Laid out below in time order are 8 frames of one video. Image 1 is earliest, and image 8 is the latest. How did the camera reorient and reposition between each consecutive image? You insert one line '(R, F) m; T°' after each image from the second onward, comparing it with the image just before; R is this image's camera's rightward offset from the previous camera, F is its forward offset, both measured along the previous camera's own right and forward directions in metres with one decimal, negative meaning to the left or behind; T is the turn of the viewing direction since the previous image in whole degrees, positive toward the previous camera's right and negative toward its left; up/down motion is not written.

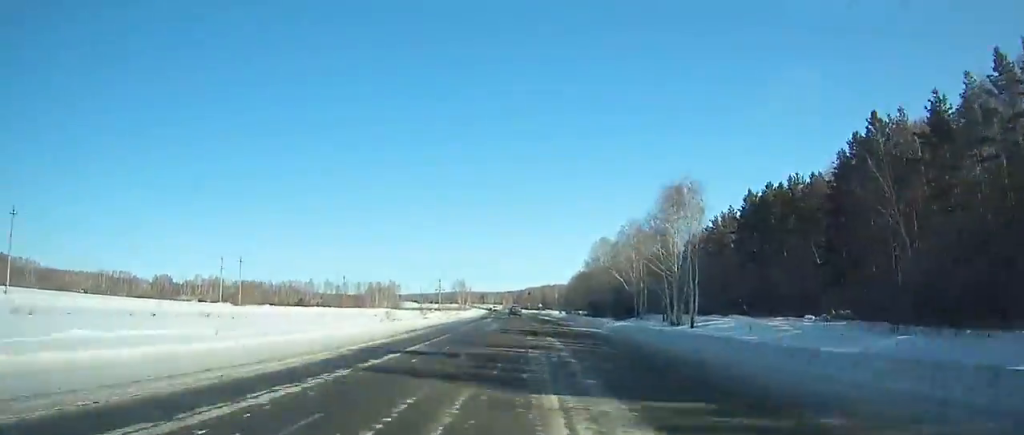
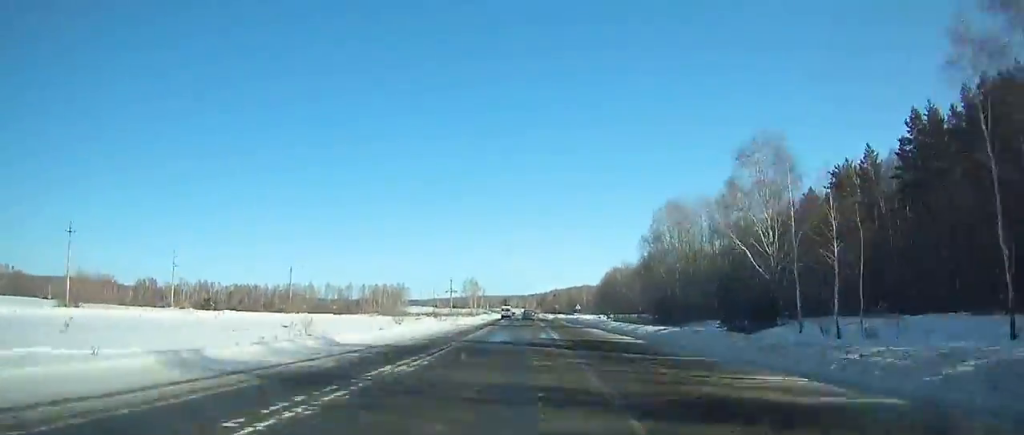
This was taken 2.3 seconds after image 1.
(-0.3, +49.6) m; -1°
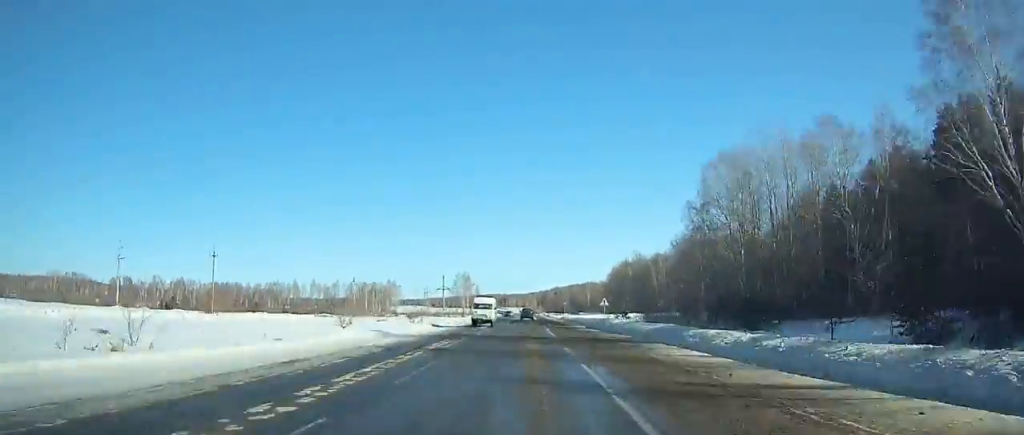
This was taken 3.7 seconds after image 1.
(-0.4, +30.0) m; 0°
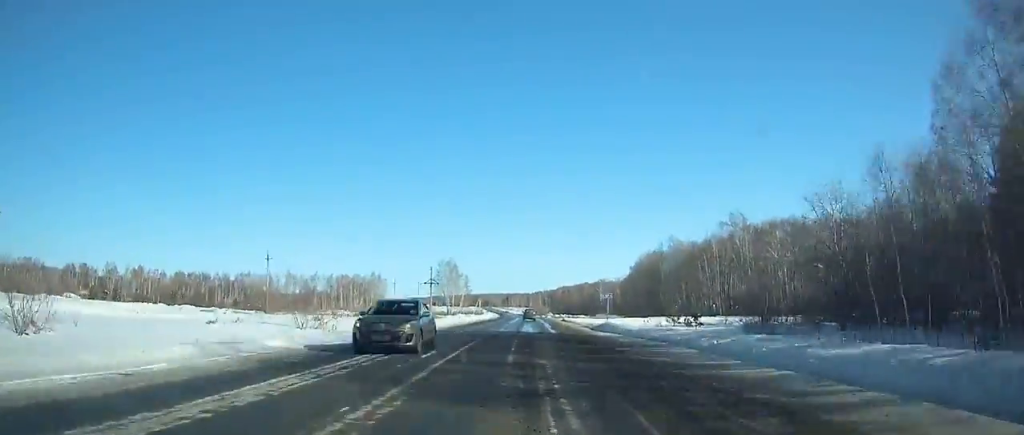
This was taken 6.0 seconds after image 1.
(-0.4, +49.2) m; -1°
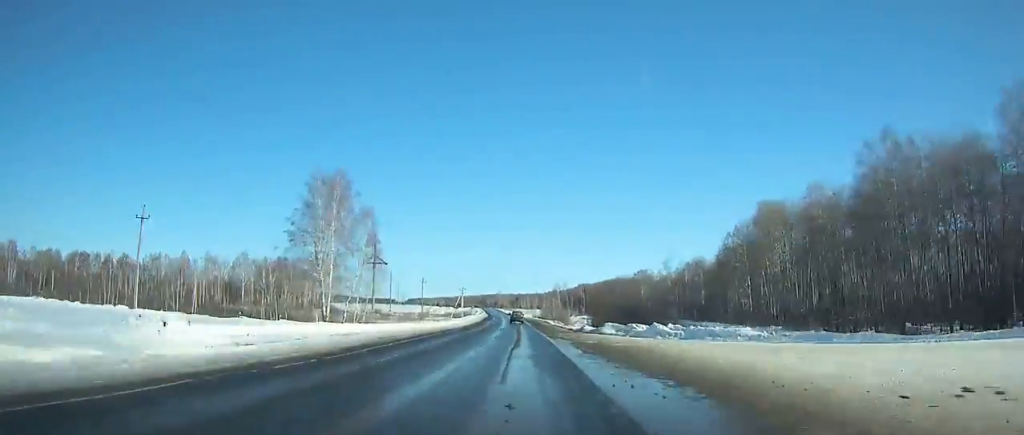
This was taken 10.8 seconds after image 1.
(-0.6, +103.1) m; -1°
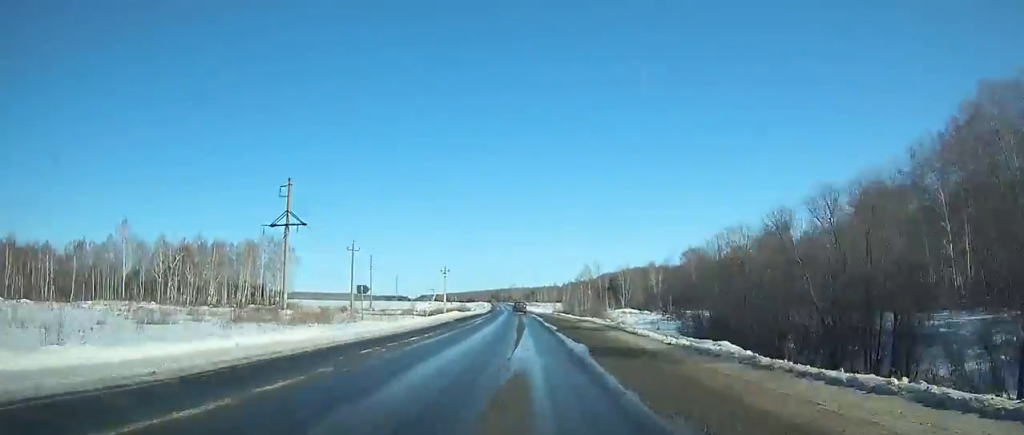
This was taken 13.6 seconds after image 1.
(-0.9, +60.8) m; -2°
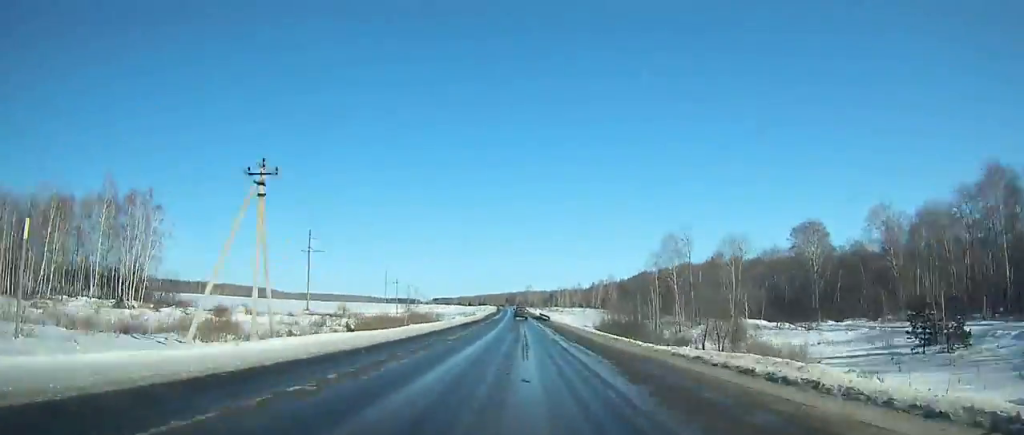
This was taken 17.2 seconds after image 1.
(-1.3, +79.4) m; -2°
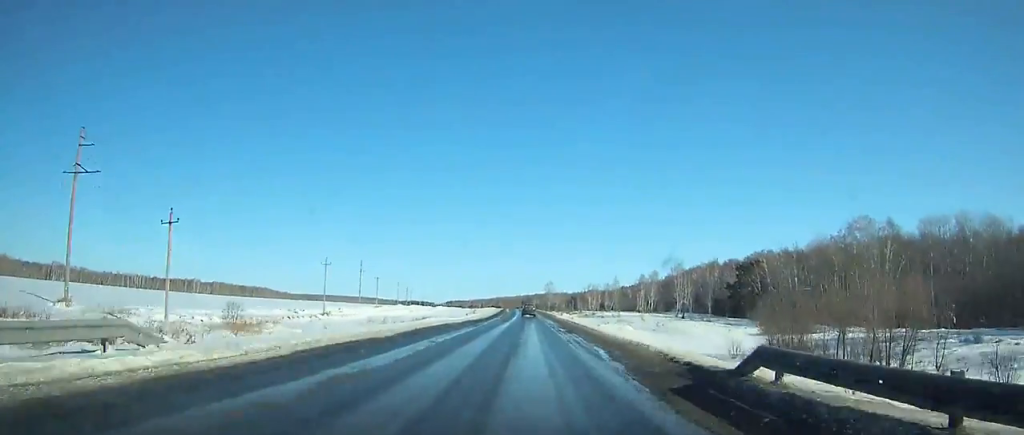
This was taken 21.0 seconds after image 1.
(-1.0, +86.0) m; -1°
